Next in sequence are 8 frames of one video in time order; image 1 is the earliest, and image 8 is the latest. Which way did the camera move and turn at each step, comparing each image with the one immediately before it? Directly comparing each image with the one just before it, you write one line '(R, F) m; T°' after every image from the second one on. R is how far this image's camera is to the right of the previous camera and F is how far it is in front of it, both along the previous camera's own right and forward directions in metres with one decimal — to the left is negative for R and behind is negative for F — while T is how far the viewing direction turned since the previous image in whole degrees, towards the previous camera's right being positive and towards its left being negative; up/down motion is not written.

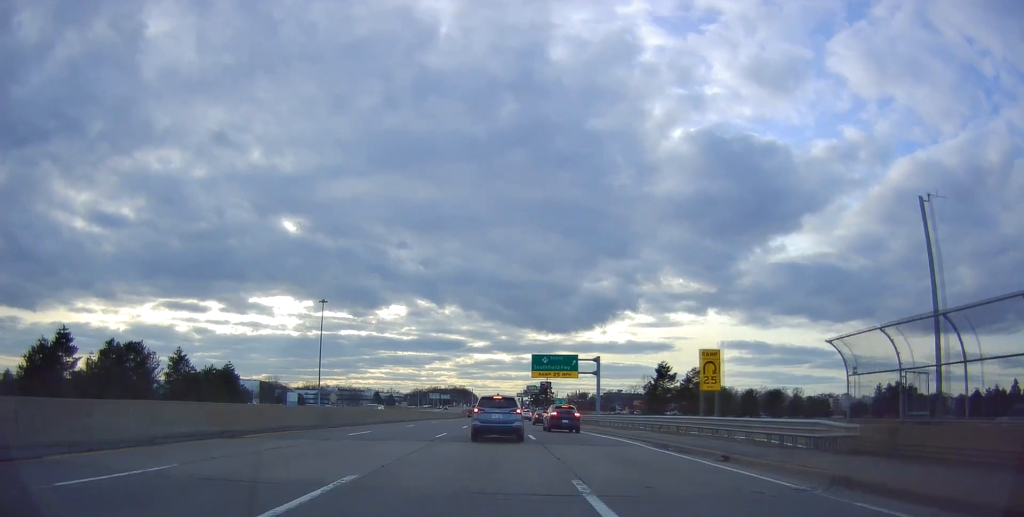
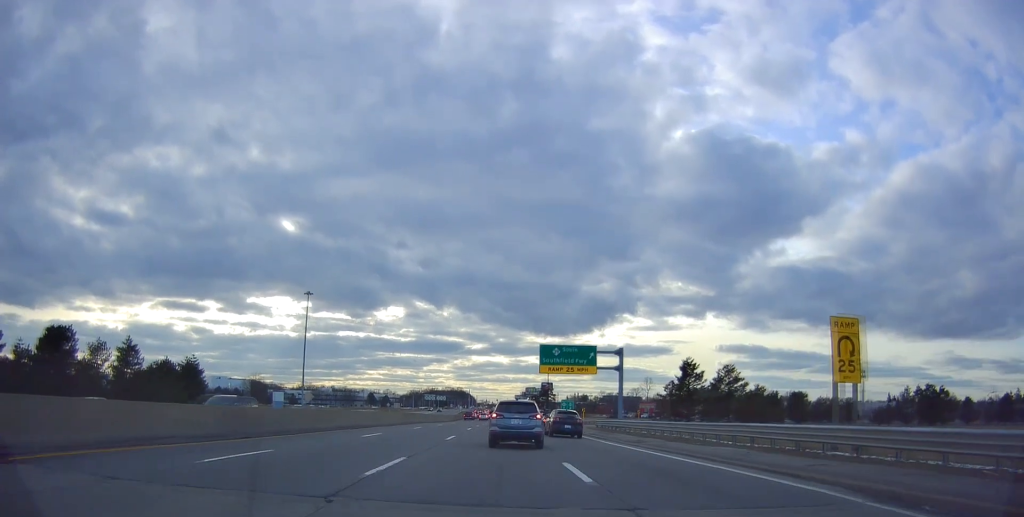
(+0.1, +13.1) m; +2°
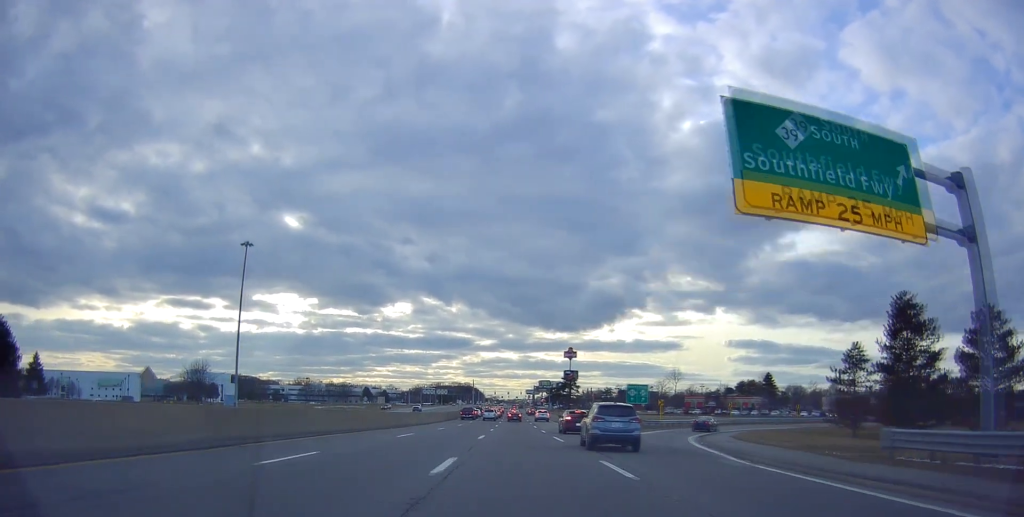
(-0.2, +42.1) m; -1°
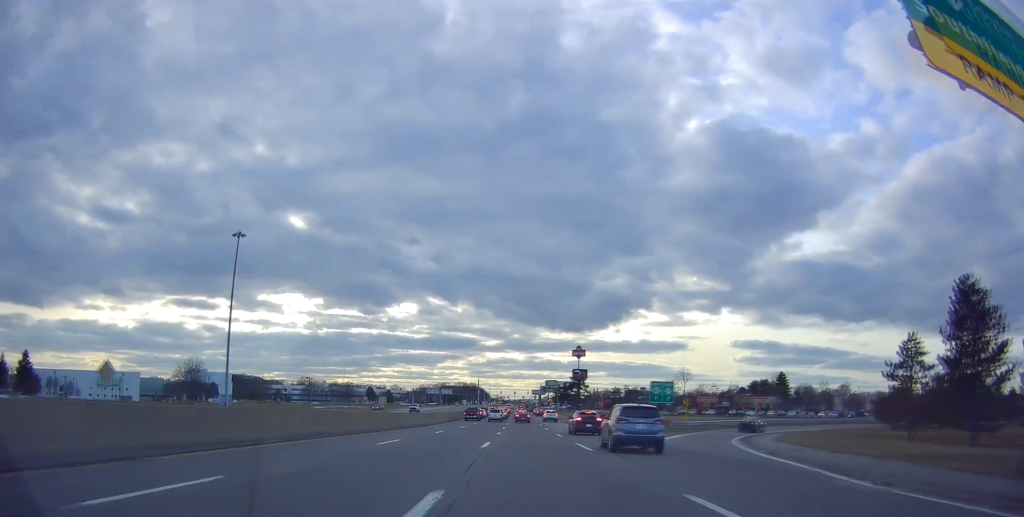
(0.0, +6.2) m; -1°
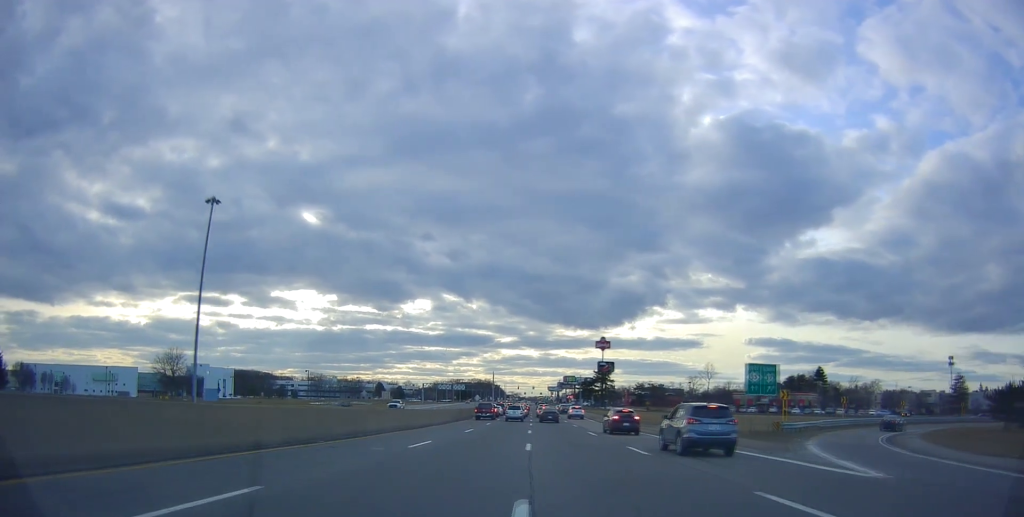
(-0.4, +16.8) m; -1°
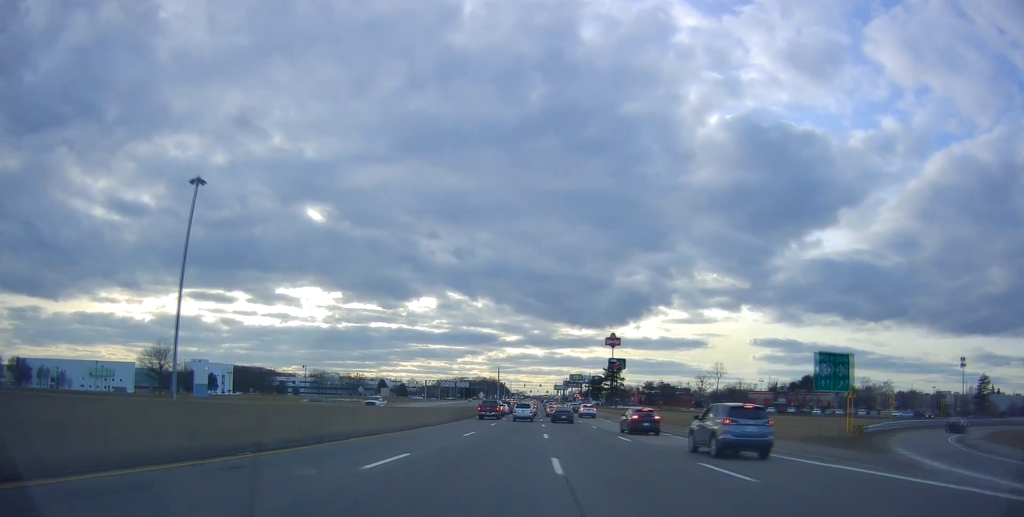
(0.0, +7.7) m; 0°
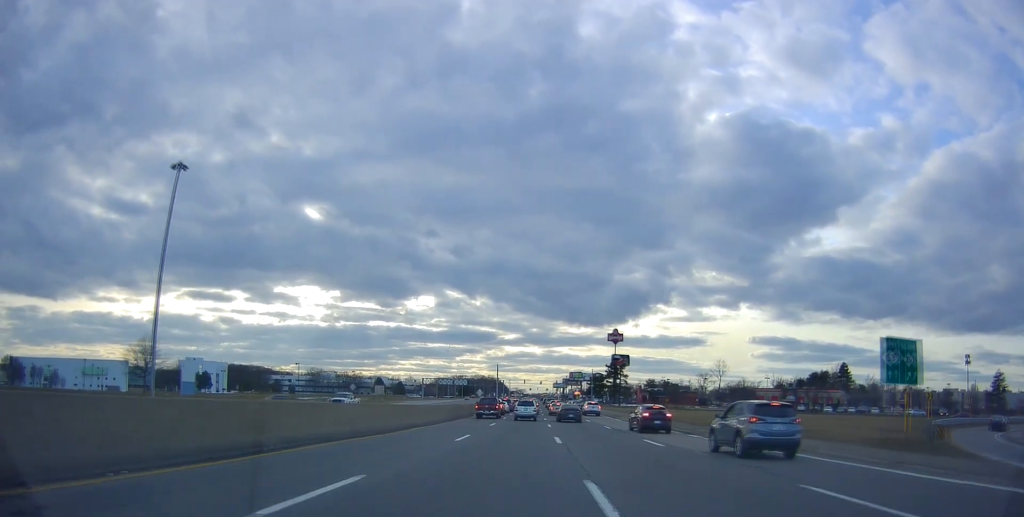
(0.0, +5.5) m; +1°
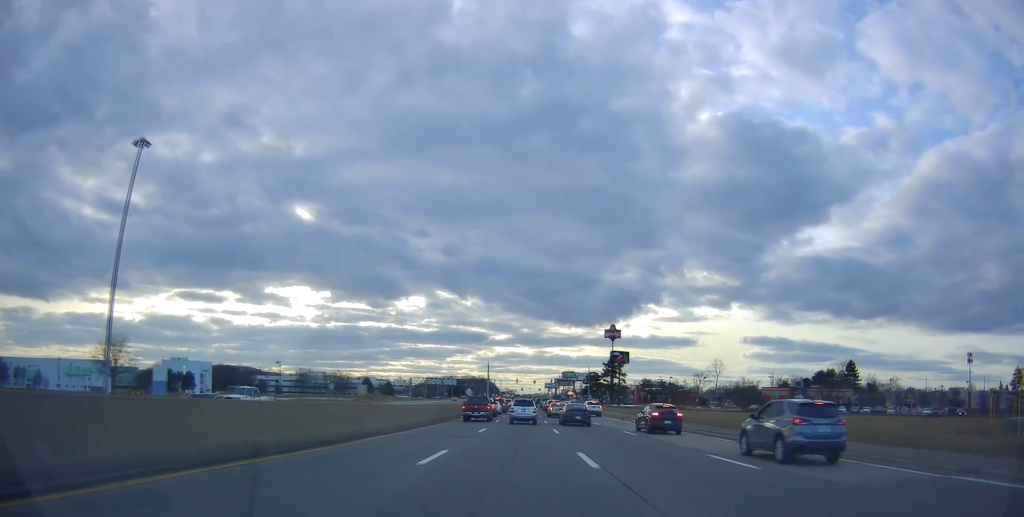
(-0.1, +9.1) m; +2°
